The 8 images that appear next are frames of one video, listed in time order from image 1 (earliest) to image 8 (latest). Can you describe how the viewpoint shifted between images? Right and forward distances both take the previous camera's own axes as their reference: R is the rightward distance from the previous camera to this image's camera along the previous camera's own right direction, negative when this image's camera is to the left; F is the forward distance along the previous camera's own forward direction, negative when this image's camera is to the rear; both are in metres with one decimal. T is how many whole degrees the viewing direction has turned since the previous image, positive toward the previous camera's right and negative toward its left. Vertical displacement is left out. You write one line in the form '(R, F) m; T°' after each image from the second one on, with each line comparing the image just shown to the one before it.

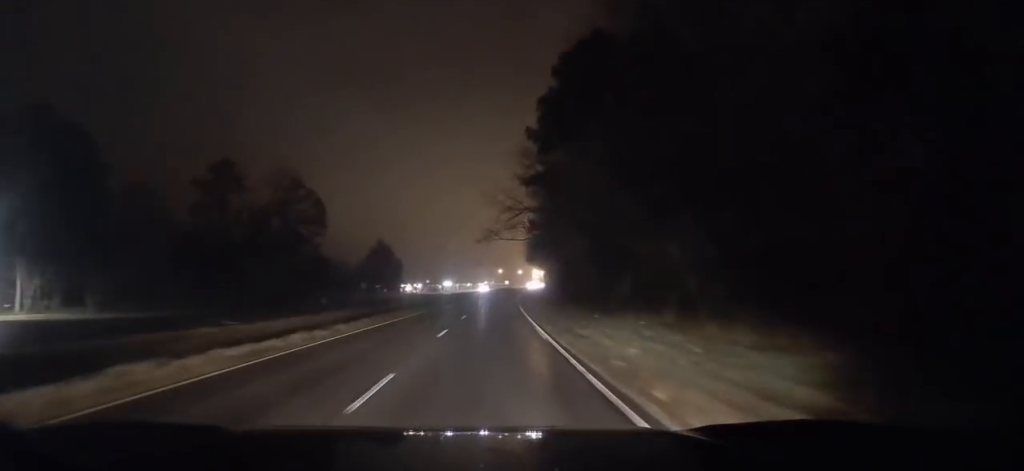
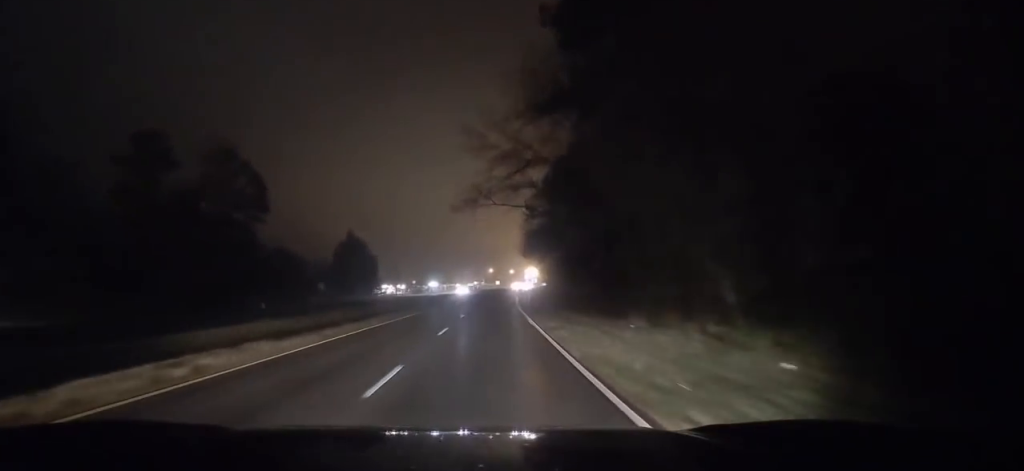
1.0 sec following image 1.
(+0.2, +23.5) m; +1°
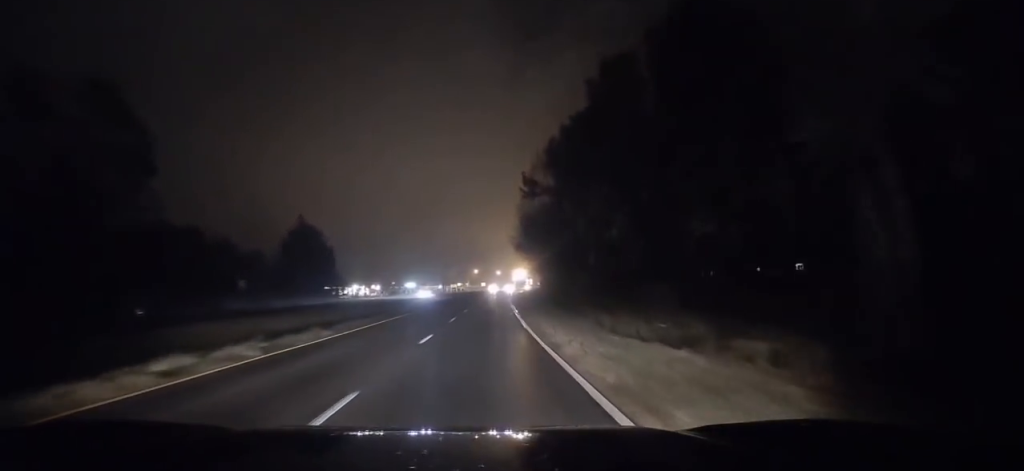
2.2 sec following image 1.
(+0.4, +27.4) m; +1°
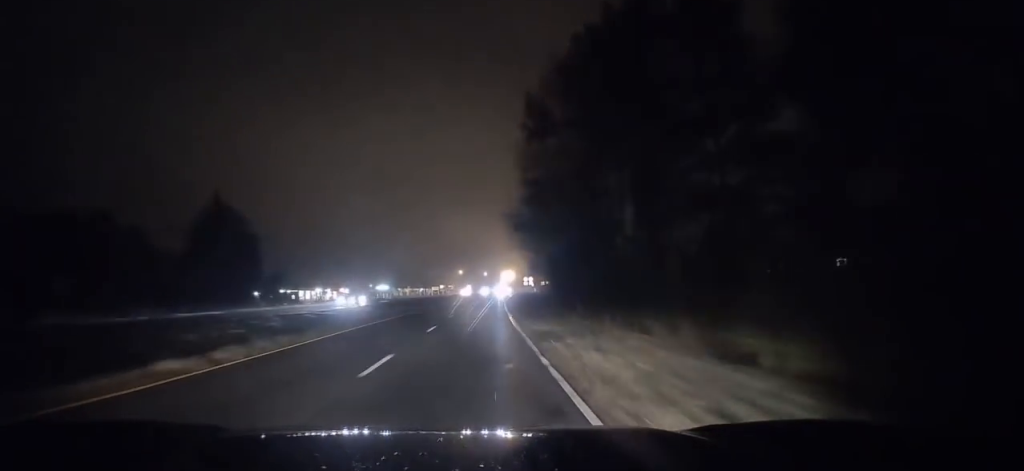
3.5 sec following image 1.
(+0.3, +31.2) m; +1°
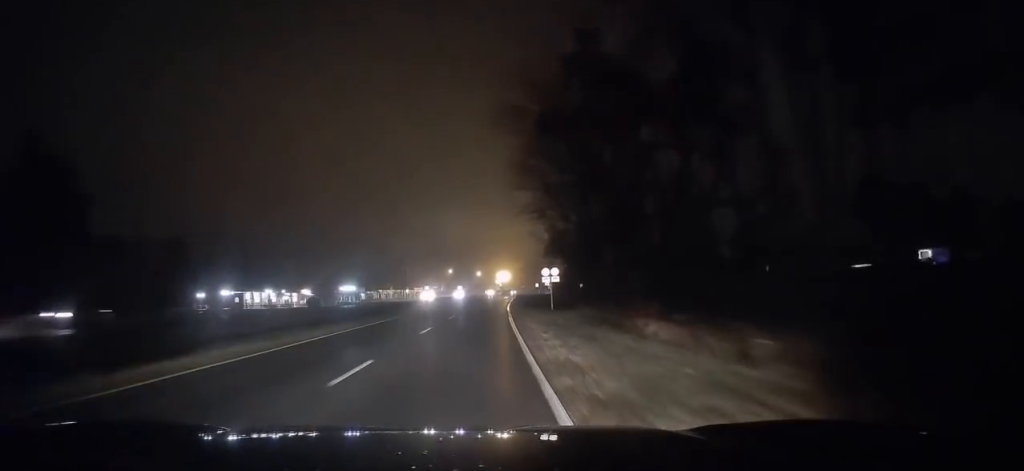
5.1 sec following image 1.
(+0.9, +37.5) m; +1°
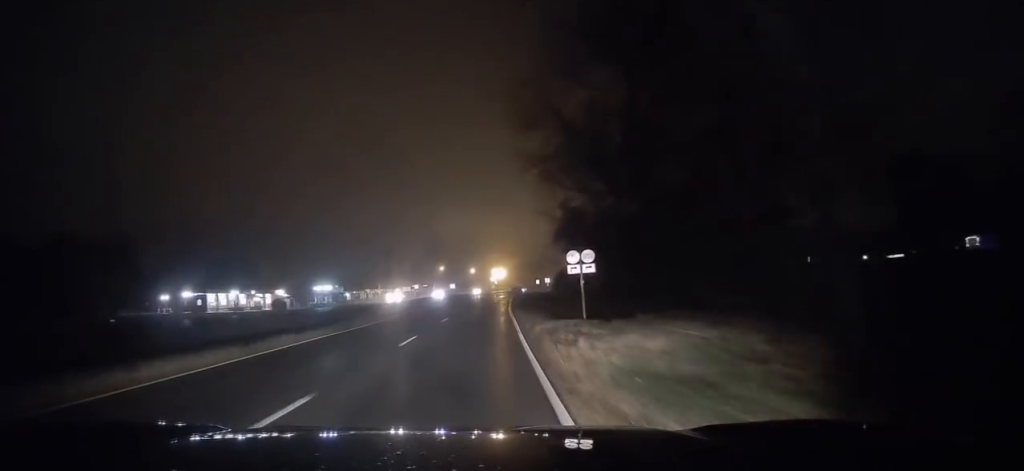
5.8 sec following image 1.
(-0.1, +17.0) m; 0°
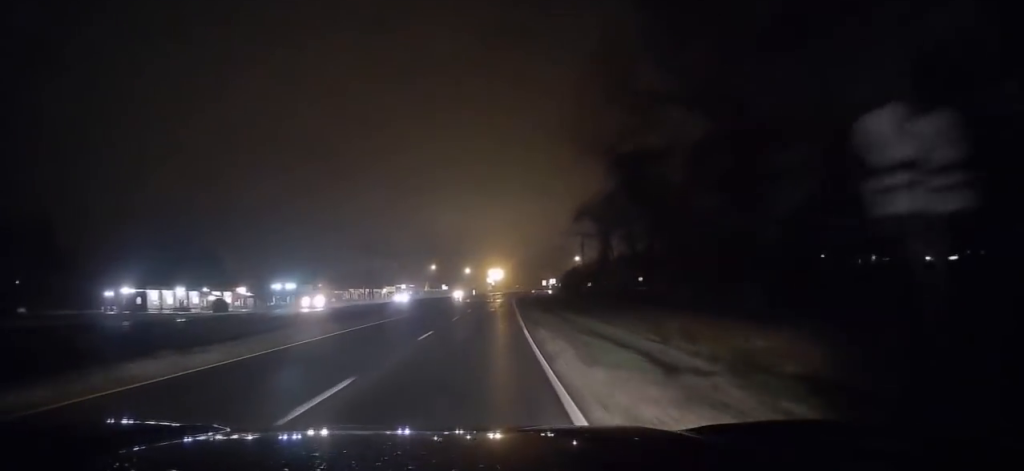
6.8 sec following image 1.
(+0.1, +22.4) m; 0°
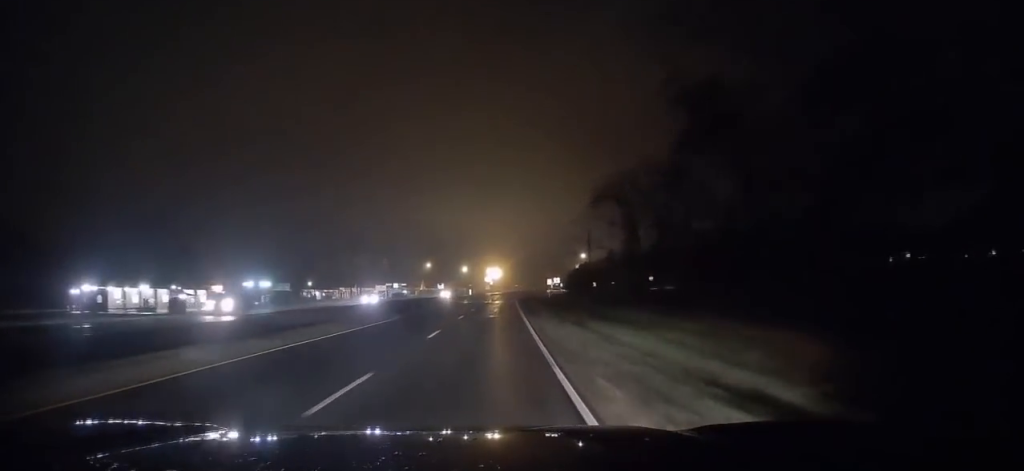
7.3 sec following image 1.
(+0.1, +11.6) m; 0°
